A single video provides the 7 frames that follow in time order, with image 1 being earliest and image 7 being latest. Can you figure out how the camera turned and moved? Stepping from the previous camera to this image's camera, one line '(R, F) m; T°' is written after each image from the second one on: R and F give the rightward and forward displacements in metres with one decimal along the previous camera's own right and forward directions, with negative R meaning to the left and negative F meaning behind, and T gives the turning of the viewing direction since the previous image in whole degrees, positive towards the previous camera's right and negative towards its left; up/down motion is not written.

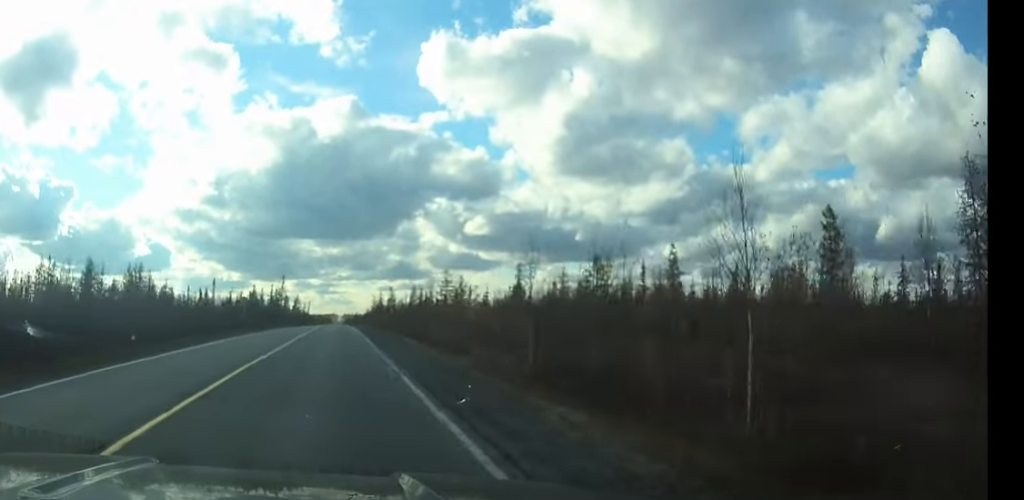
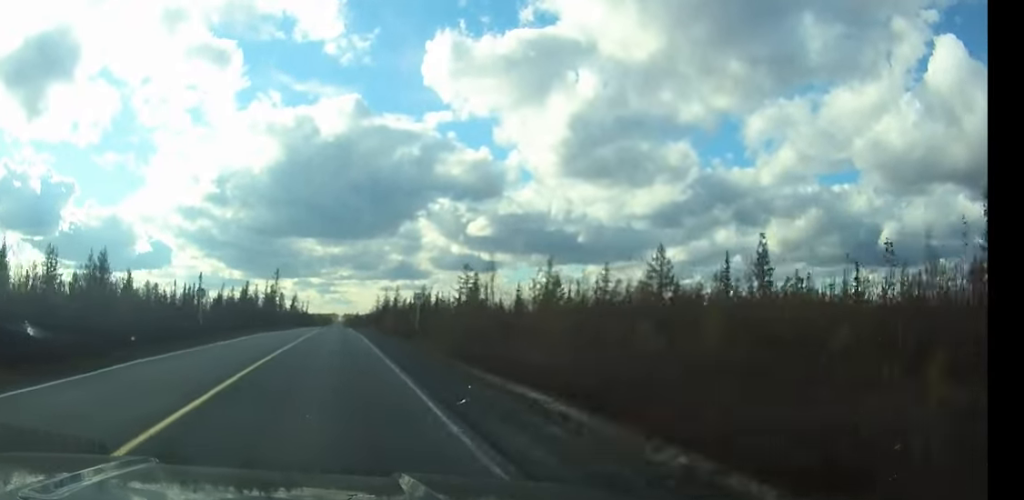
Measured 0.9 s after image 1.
(0.0, +18.8) m; 0°
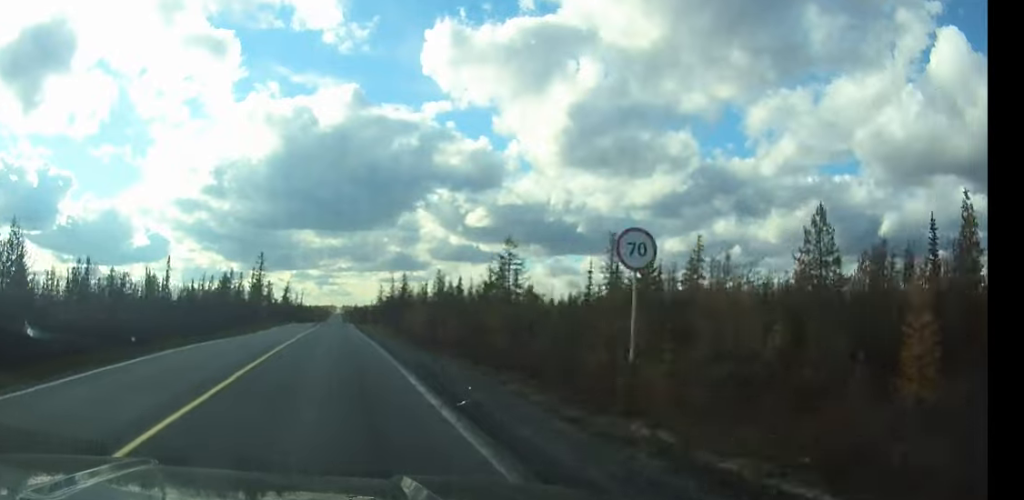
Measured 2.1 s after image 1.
(0.0, +27.4) m; 0°
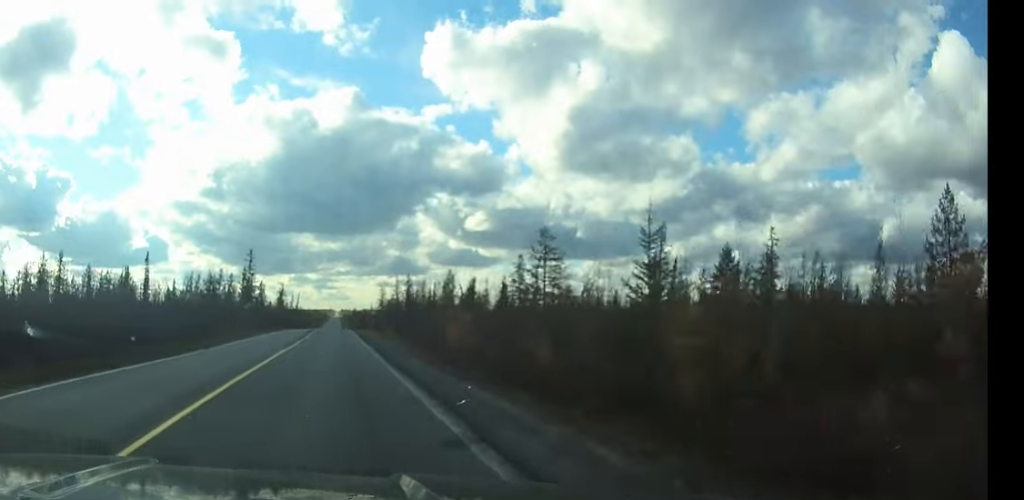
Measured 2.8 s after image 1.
(0.0, +14.4) m; 0°
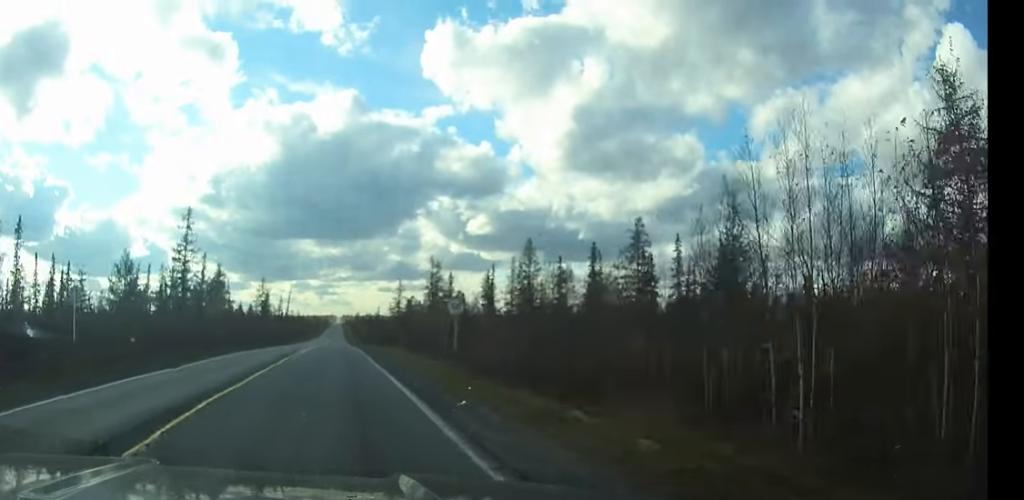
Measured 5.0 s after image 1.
(-0.1, +49.2) m; 0°
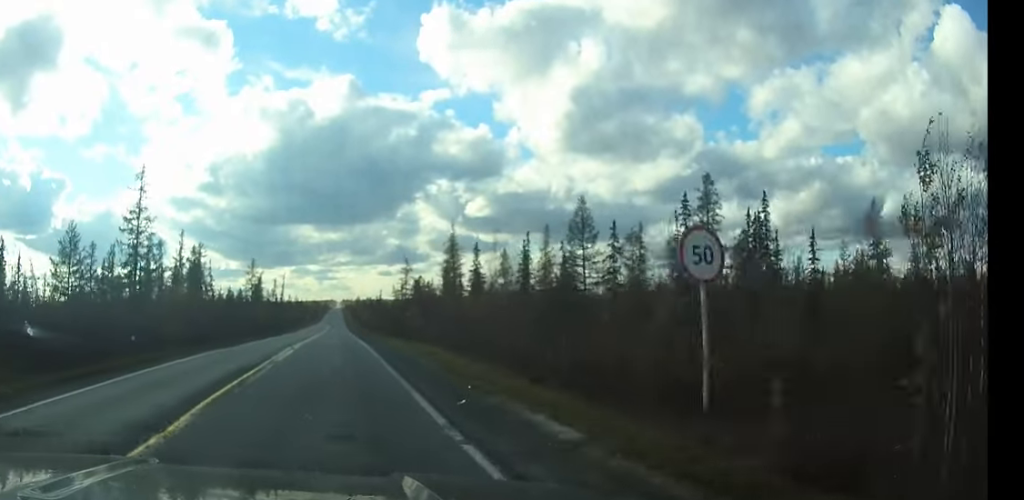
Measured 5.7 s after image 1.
(0.0, +16.6) m; 0°
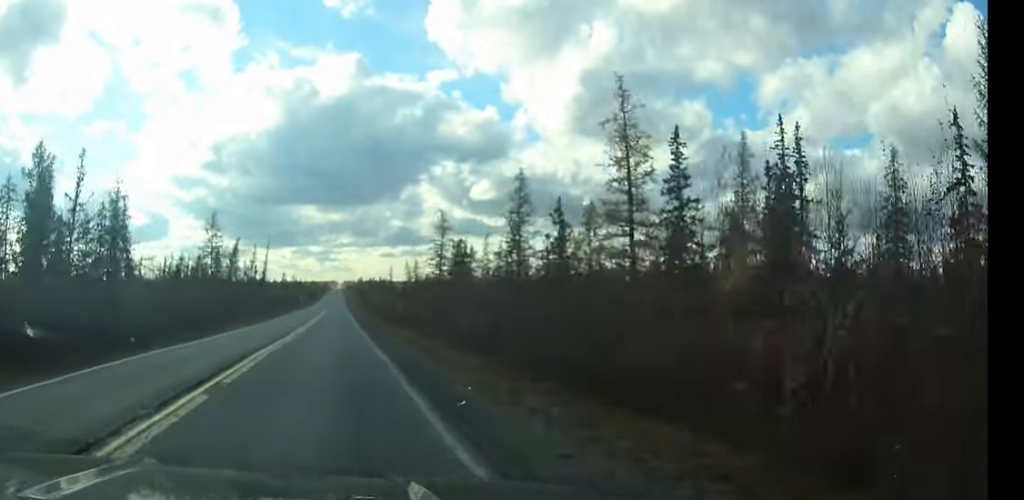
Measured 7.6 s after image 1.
(0.0, +42.4) m; 0°
